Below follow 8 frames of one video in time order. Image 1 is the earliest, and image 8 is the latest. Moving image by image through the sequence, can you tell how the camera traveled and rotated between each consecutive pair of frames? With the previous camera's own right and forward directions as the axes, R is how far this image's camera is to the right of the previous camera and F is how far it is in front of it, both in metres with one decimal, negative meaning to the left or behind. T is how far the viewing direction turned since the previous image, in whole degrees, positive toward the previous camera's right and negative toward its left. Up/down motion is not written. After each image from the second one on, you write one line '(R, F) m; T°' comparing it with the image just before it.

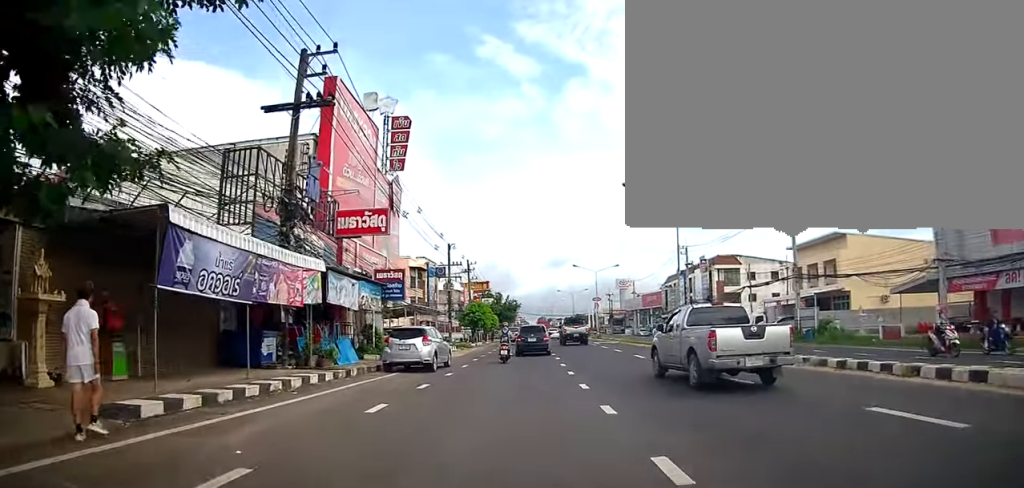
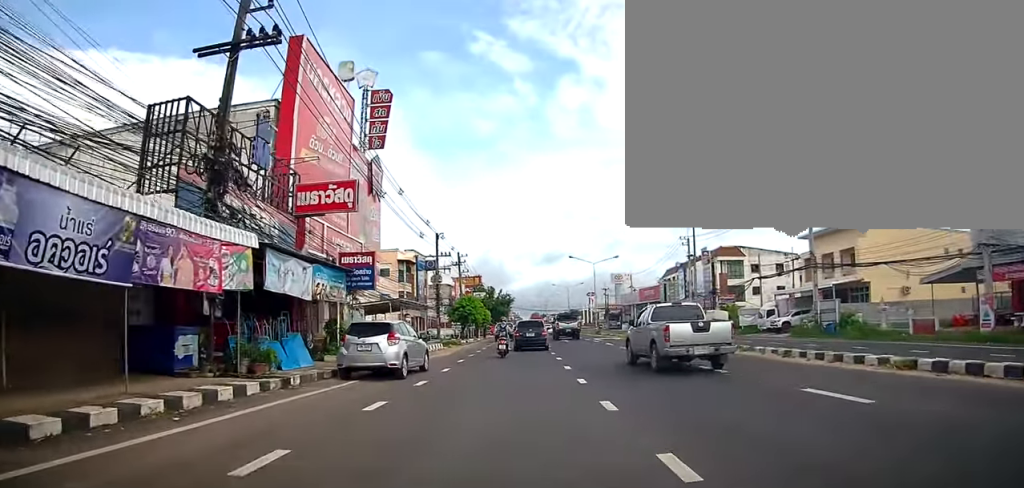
(0.0, +4.0) m; 0°
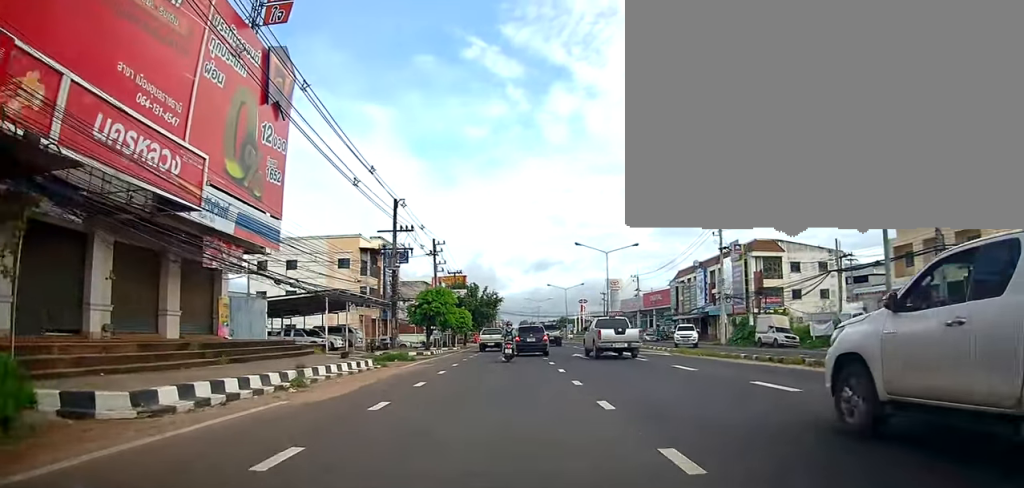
(-1.2, +16.1) m; -1°
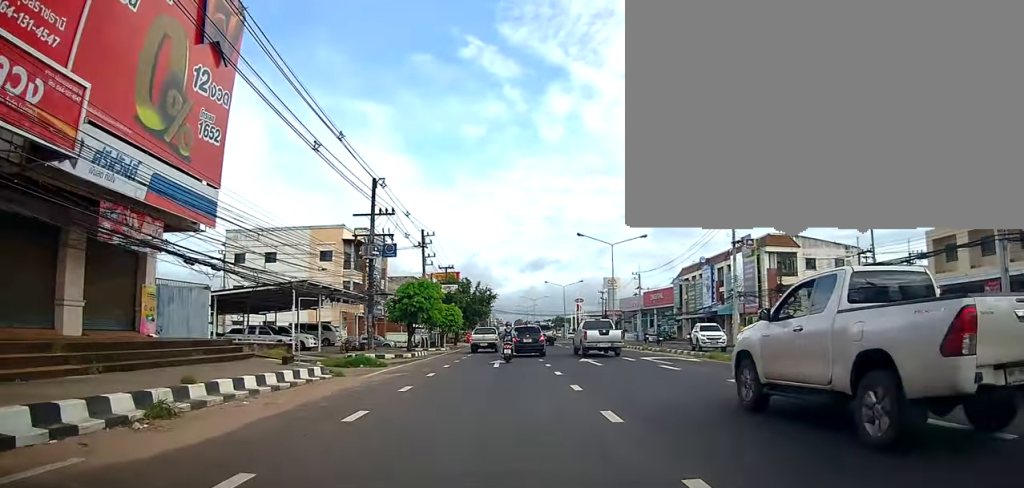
(+0.2, +5.1) m; +2°
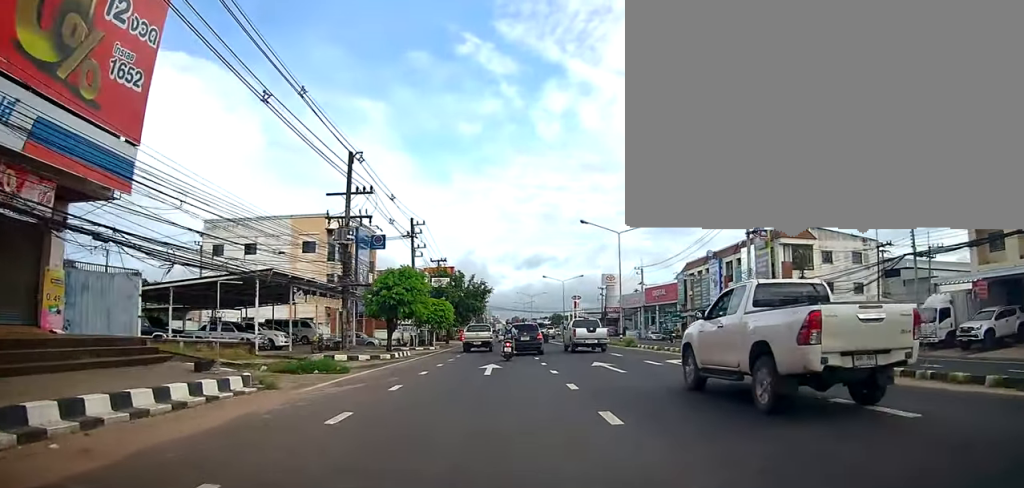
(+0.9, +4.7) m; 0°
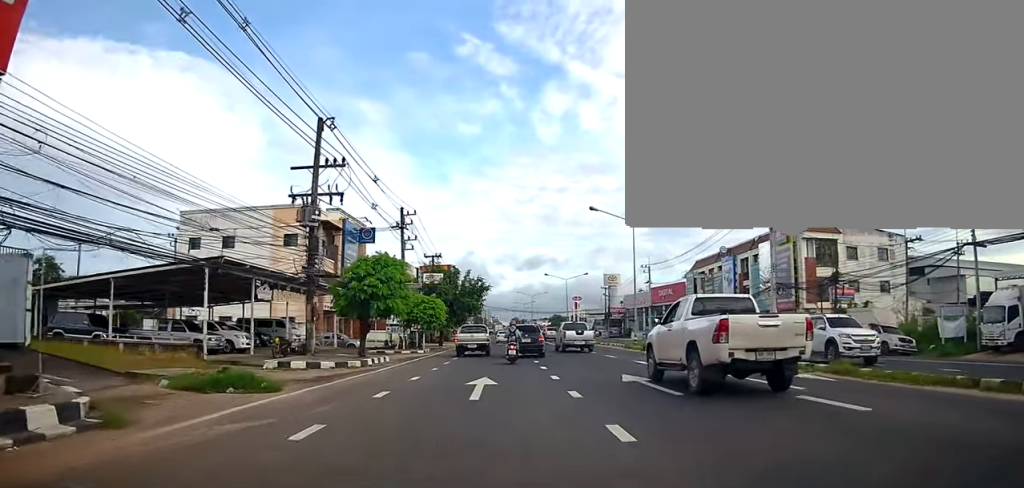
(-0.4, +5.2) m; -2°
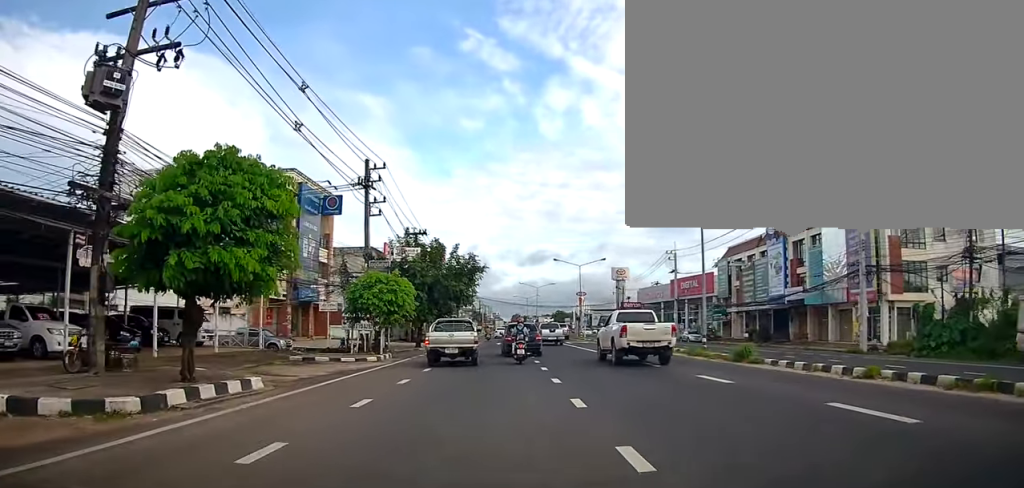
(-0.5, +13.8) m; +3°
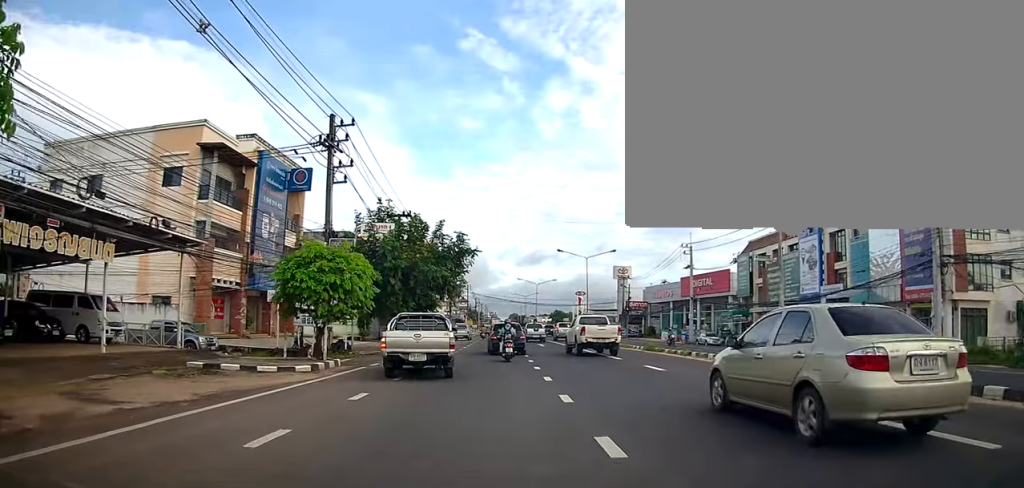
(+0.2, +8.0) m; +6°
